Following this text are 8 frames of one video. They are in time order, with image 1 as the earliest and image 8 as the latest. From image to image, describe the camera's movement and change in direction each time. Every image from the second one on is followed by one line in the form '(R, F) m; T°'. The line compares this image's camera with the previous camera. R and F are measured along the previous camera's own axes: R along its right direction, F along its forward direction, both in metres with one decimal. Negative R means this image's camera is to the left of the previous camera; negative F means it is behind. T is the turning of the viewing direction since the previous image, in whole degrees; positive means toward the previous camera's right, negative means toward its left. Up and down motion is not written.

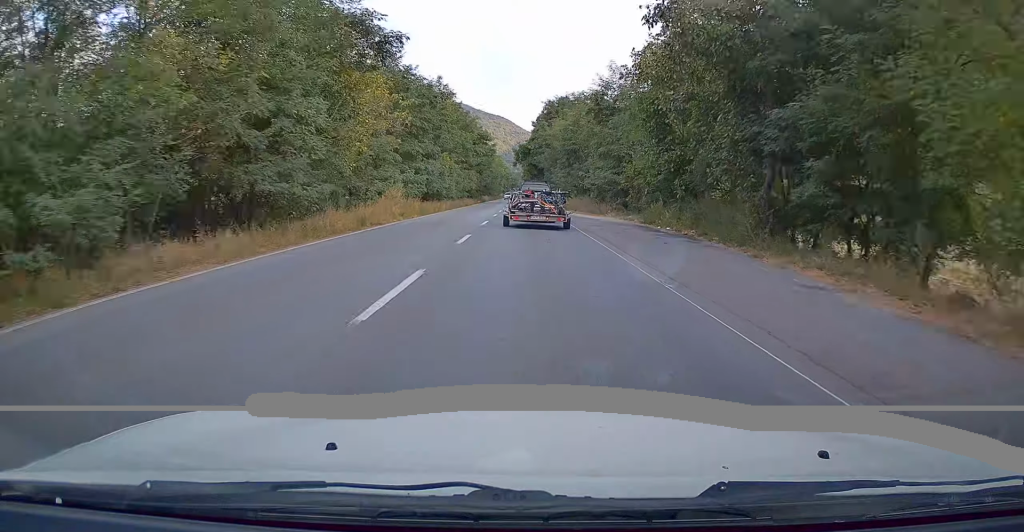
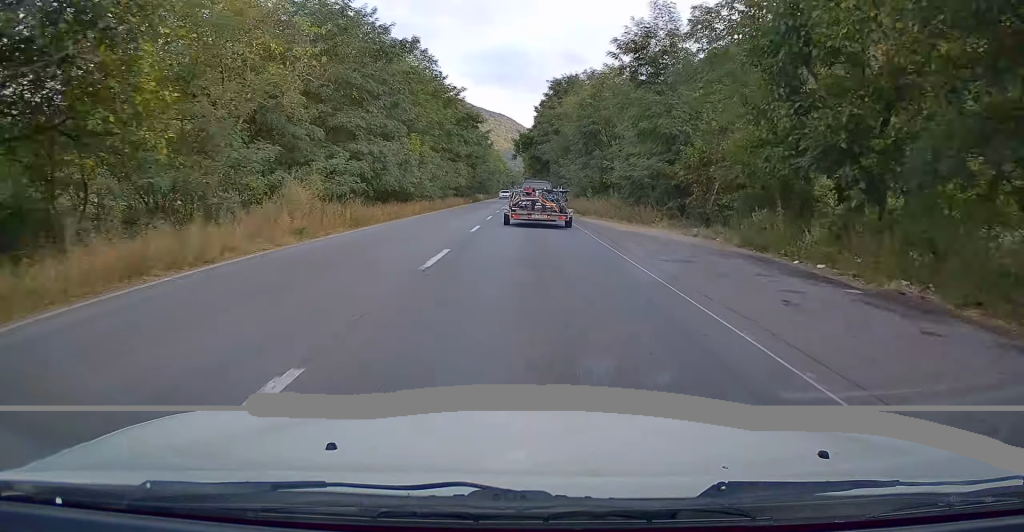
(-0.2, +14.1) m; 0°
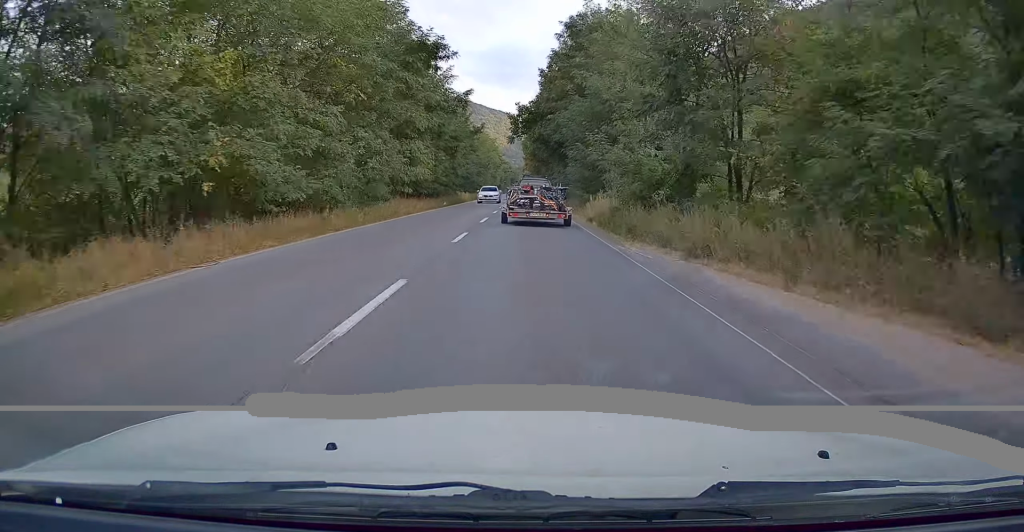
(+0.4, +23.0) m; +1°
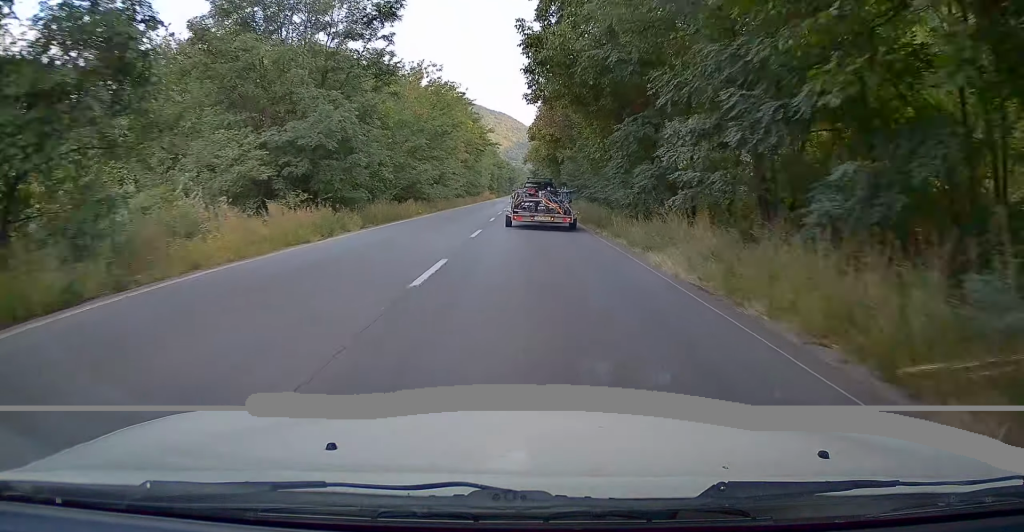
(+0.2, +51.5) m; -1°
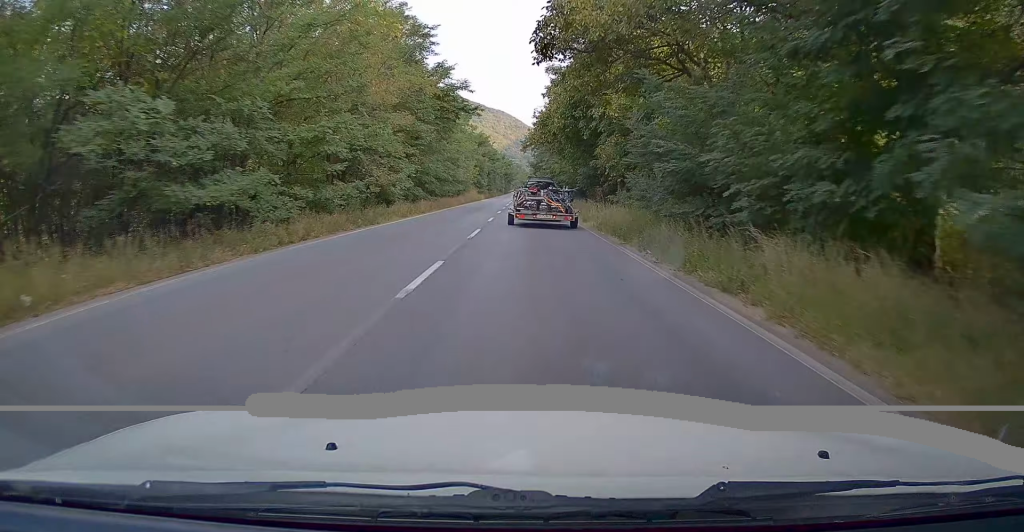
(-0.4, +28.1) m; 0°
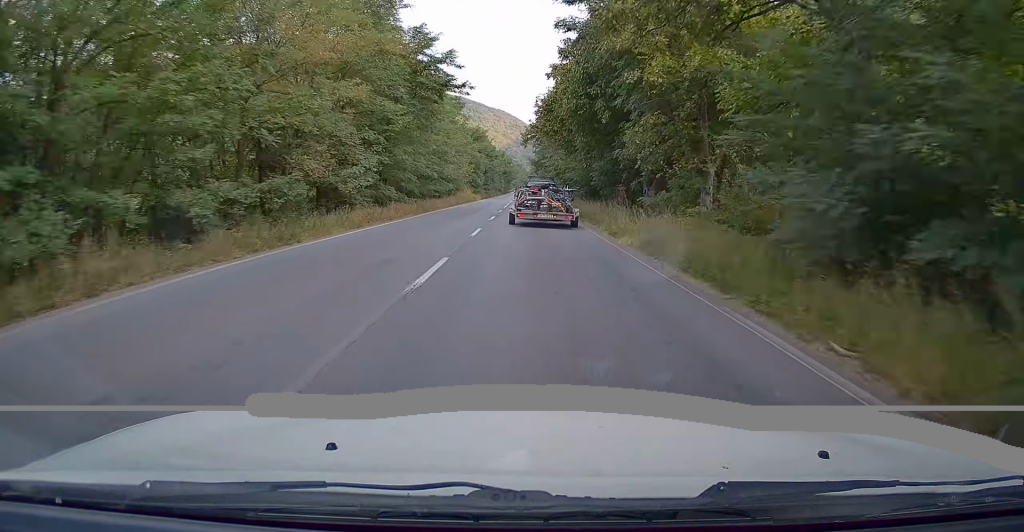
(0.0, +8.6) m; 0°
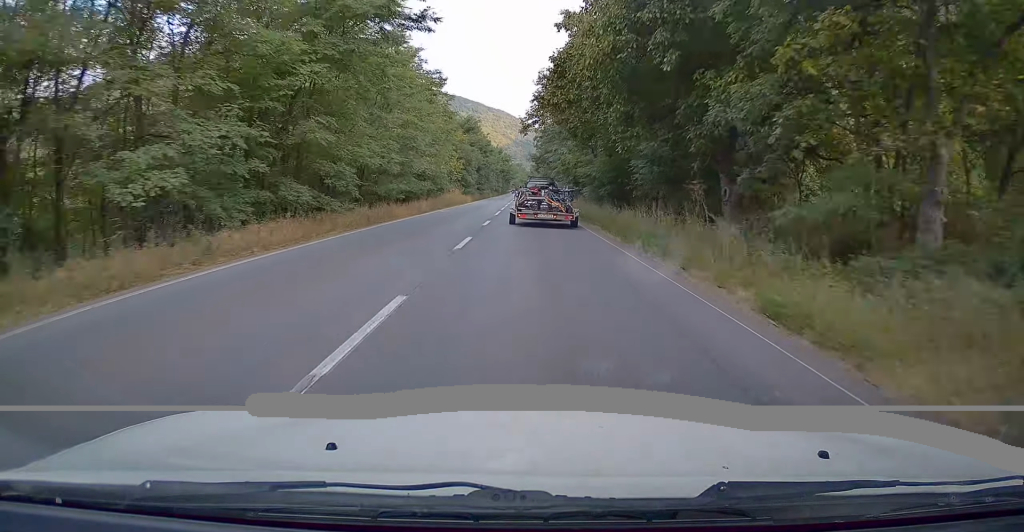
(+0.1, +12.8) m; 0°
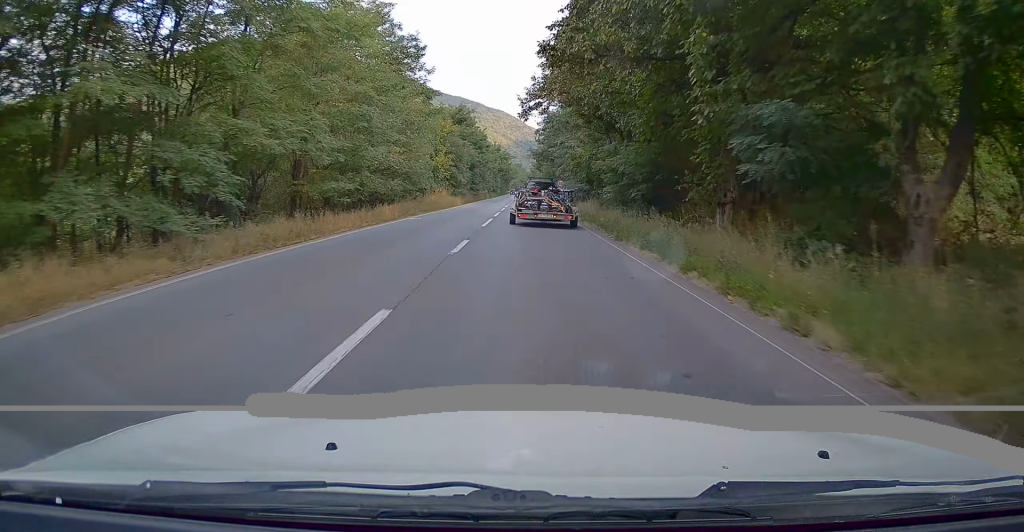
(0.0, +9.9) m; 0°
